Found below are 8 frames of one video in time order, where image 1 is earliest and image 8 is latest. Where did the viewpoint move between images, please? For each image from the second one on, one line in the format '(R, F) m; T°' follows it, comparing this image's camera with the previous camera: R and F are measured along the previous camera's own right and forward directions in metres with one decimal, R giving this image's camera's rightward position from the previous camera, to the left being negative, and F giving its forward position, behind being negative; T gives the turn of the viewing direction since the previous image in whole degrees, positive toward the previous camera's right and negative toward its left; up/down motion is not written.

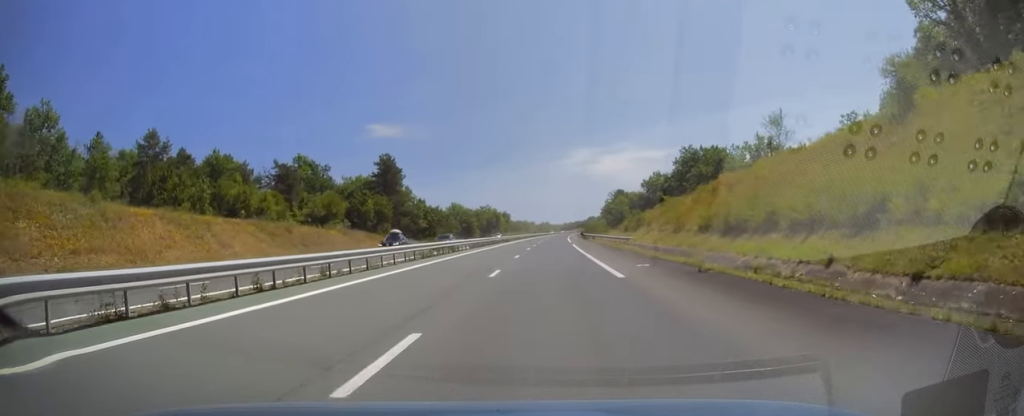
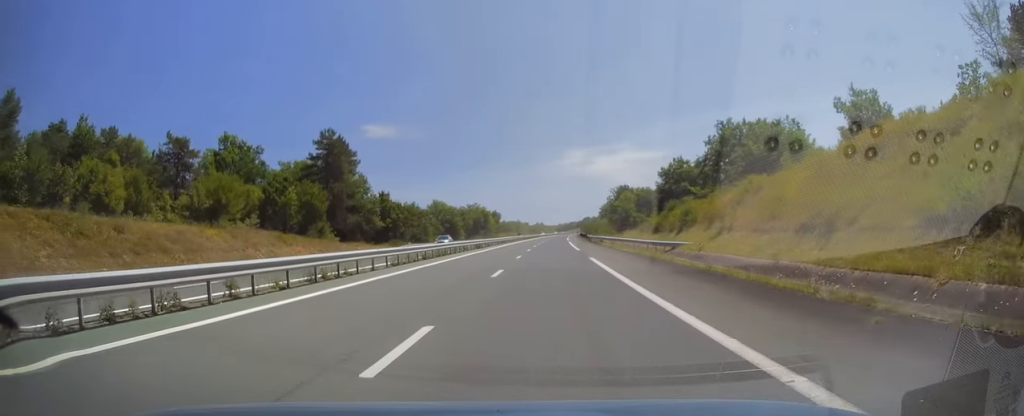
(+0.3, +25.2) m; +1°
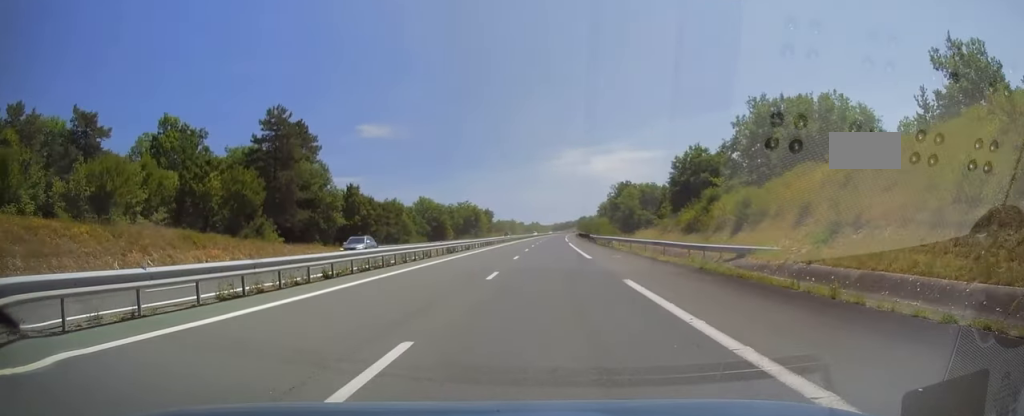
(+0.1, +14.4) m; 0°
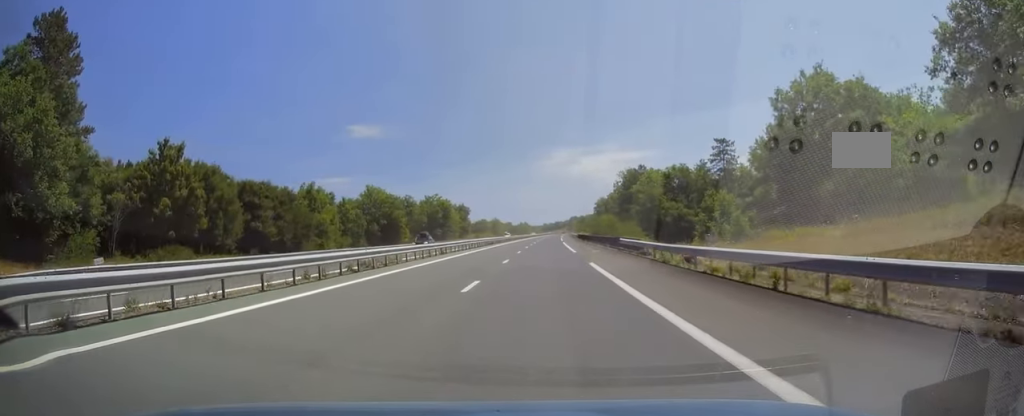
(+0.1, +42.5) m; 0°
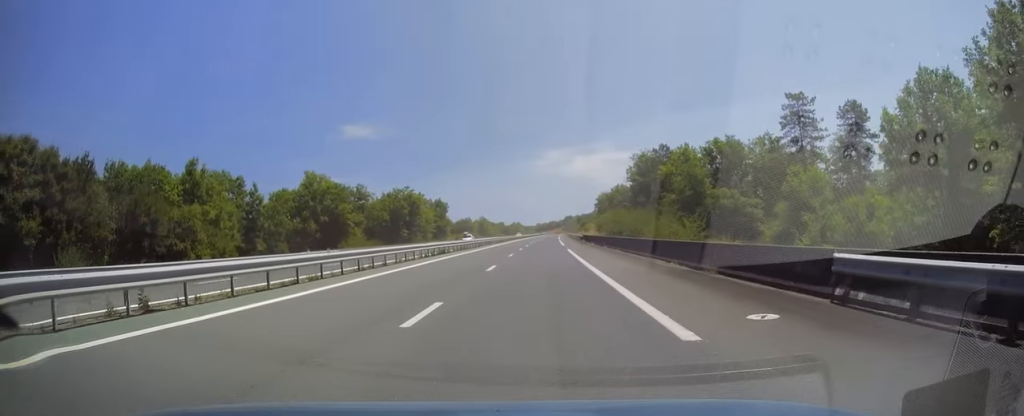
(-0.1, +31.1) m; 0°
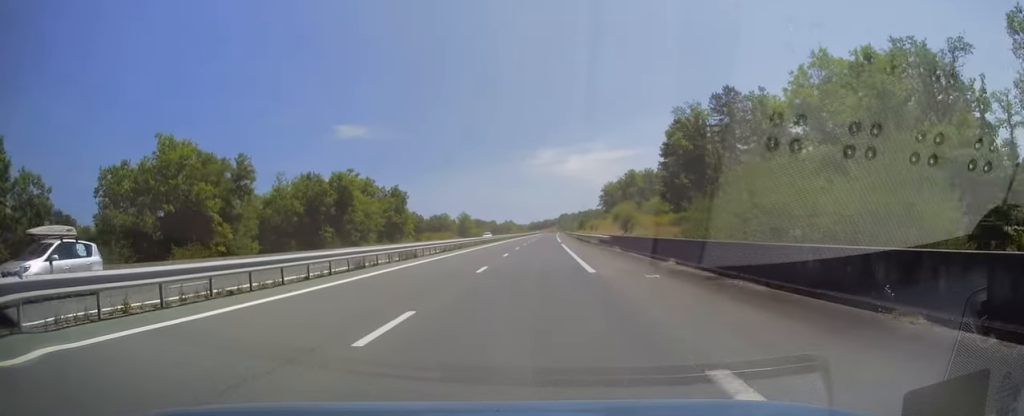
(+0.4, +40.5) m; +1°
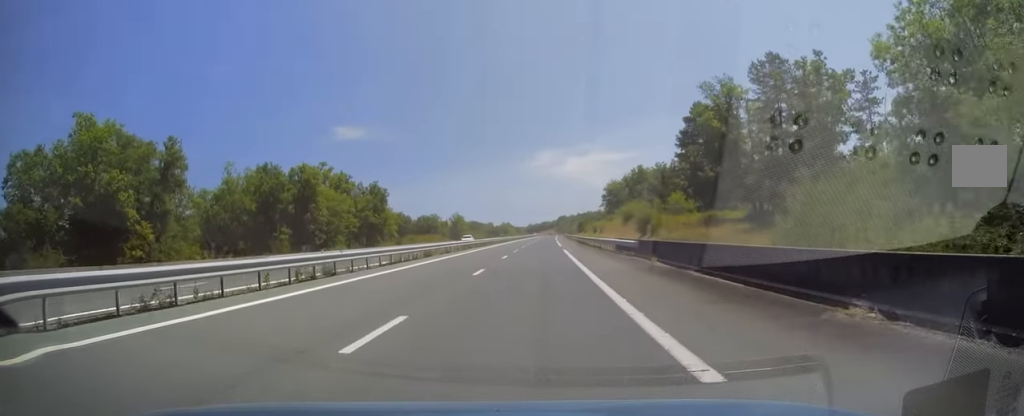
(0.0, +13.3) m; 0°
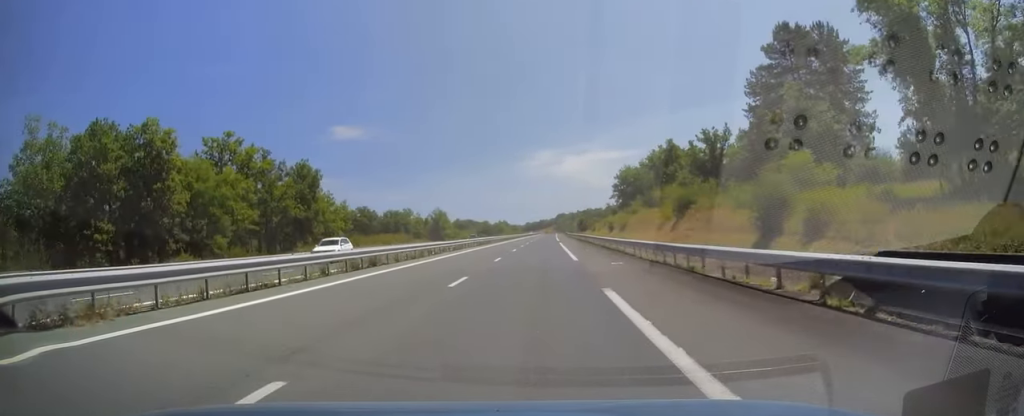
(0.0, +30.6) m; 0°
